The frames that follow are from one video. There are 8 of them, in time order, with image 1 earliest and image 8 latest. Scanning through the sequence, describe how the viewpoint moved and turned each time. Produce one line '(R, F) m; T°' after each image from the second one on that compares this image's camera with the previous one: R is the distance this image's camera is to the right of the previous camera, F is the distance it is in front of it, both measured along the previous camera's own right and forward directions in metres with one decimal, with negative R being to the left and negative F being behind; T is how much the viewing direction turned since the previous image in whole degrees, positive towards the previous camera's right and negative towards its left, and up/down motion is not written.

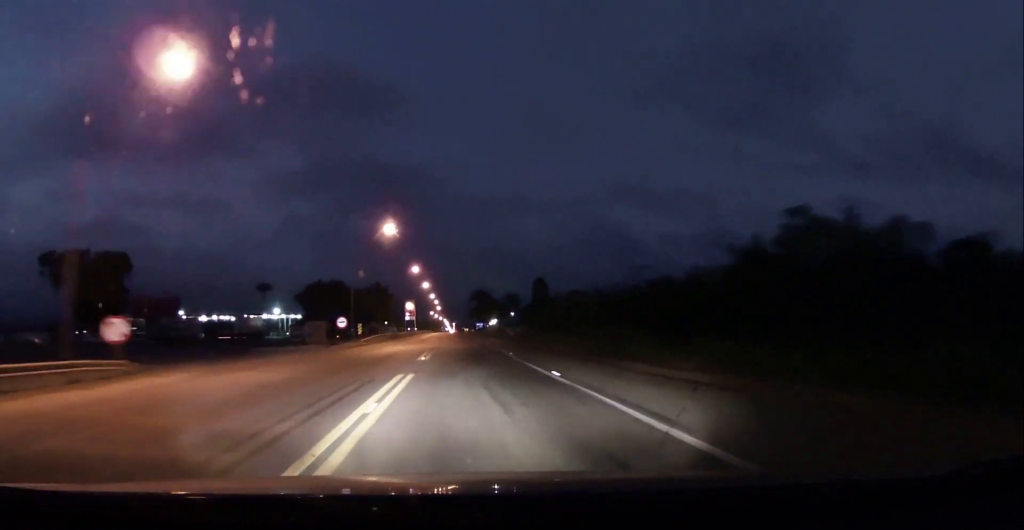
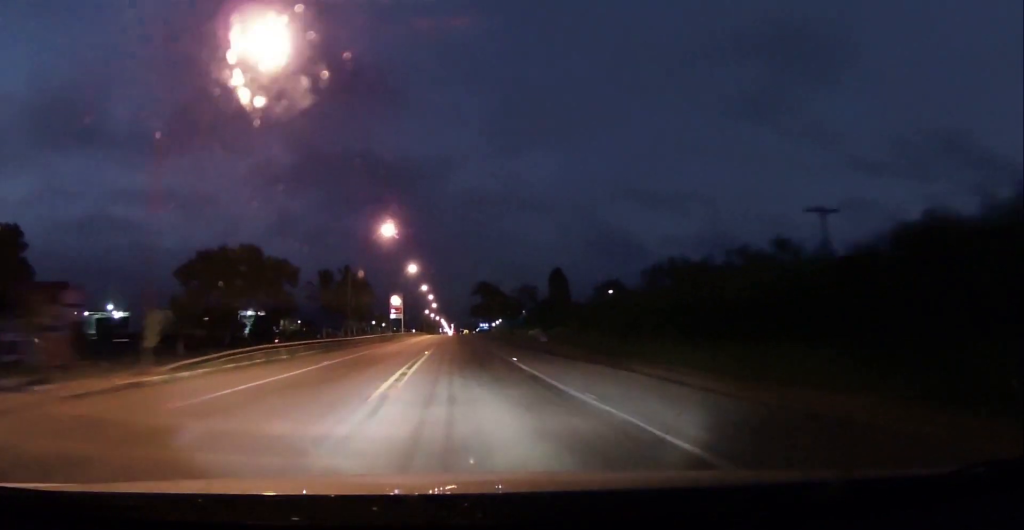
(+0.2, +41.1) m; 0°
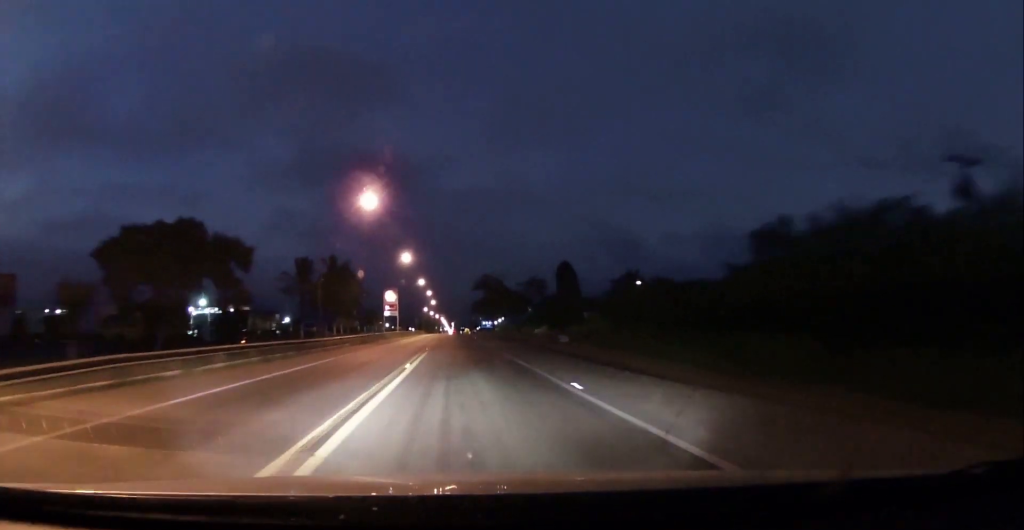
(0.0, +13.1) m; 0°
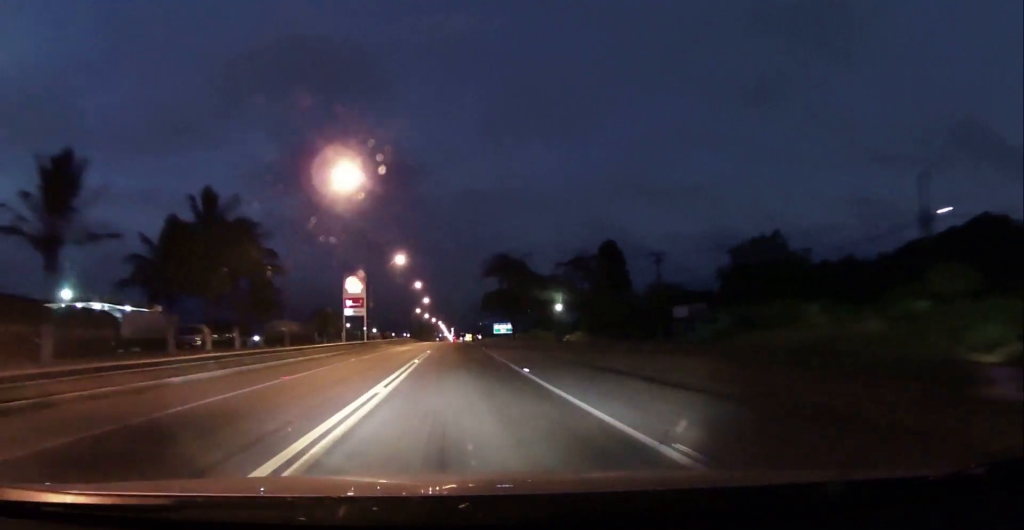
(-0.3, +48.9) m; 0°
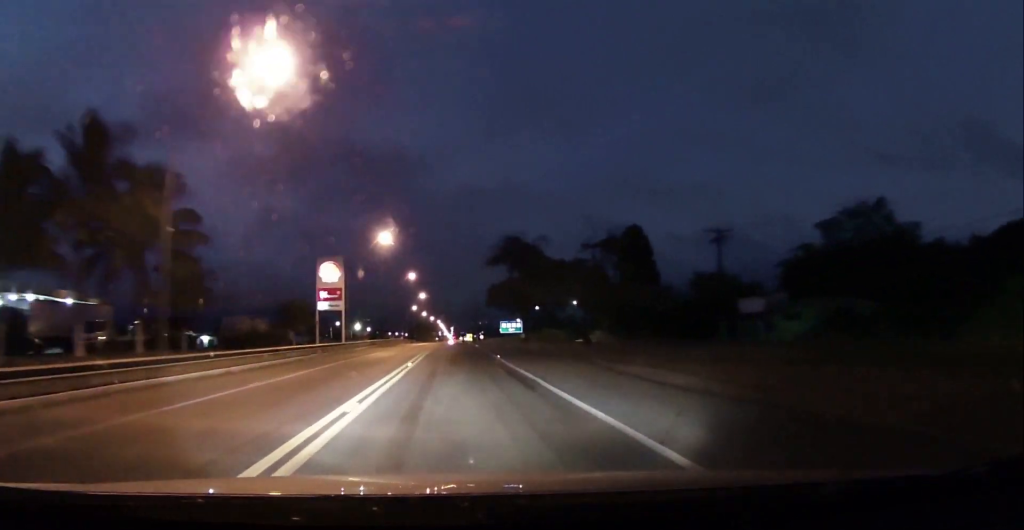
(+0.2, +16.8) m; 0°
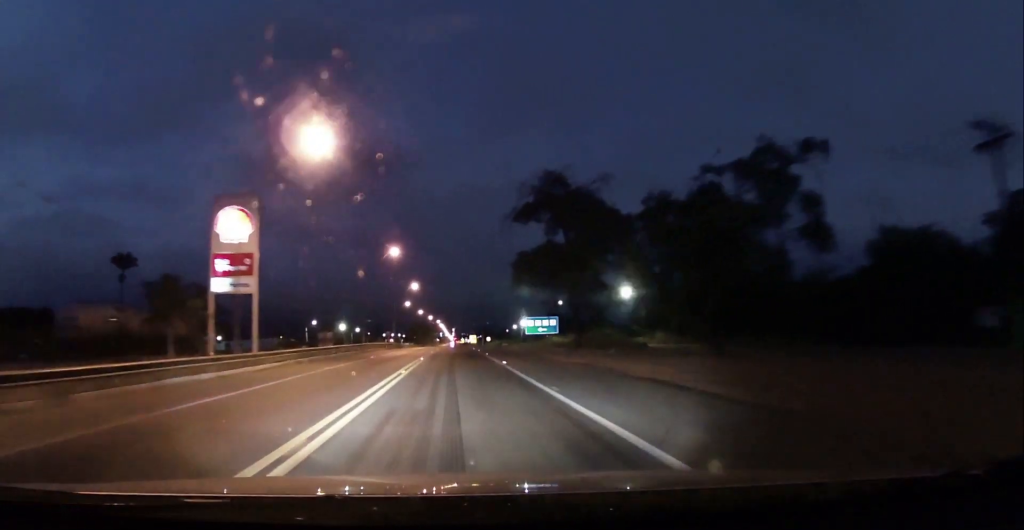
(0.0, +31.4) m; 0°
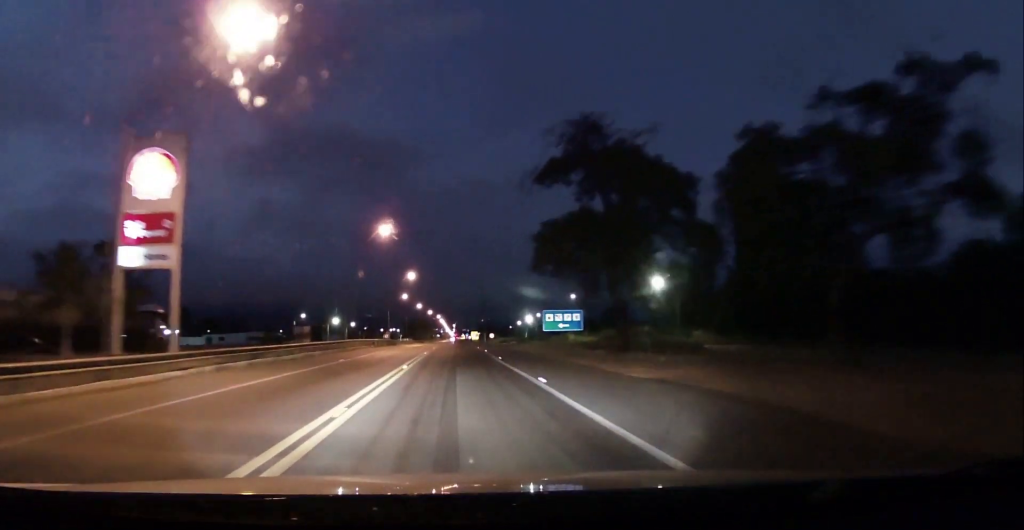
(-0.2, +11.8) m; 0°
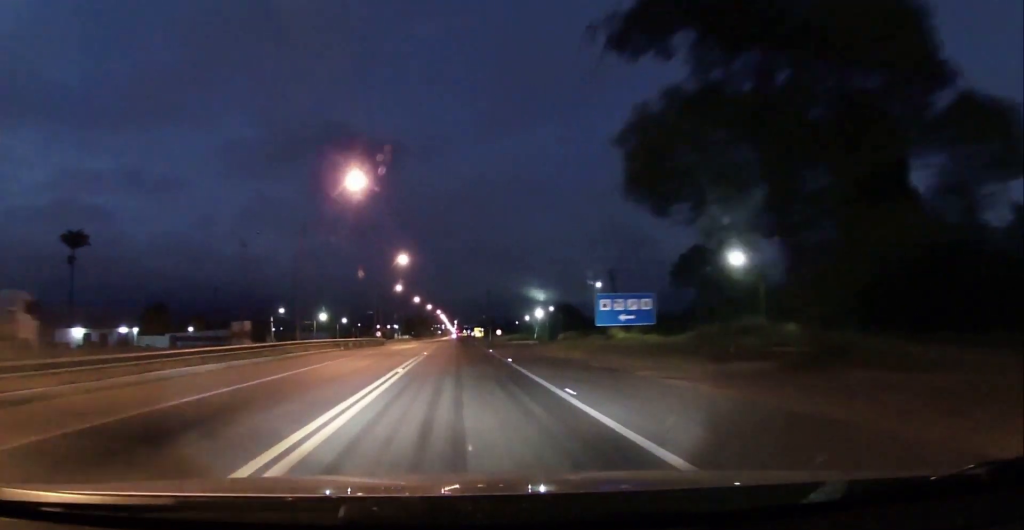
(+0.3, +18.4) m; 0°
